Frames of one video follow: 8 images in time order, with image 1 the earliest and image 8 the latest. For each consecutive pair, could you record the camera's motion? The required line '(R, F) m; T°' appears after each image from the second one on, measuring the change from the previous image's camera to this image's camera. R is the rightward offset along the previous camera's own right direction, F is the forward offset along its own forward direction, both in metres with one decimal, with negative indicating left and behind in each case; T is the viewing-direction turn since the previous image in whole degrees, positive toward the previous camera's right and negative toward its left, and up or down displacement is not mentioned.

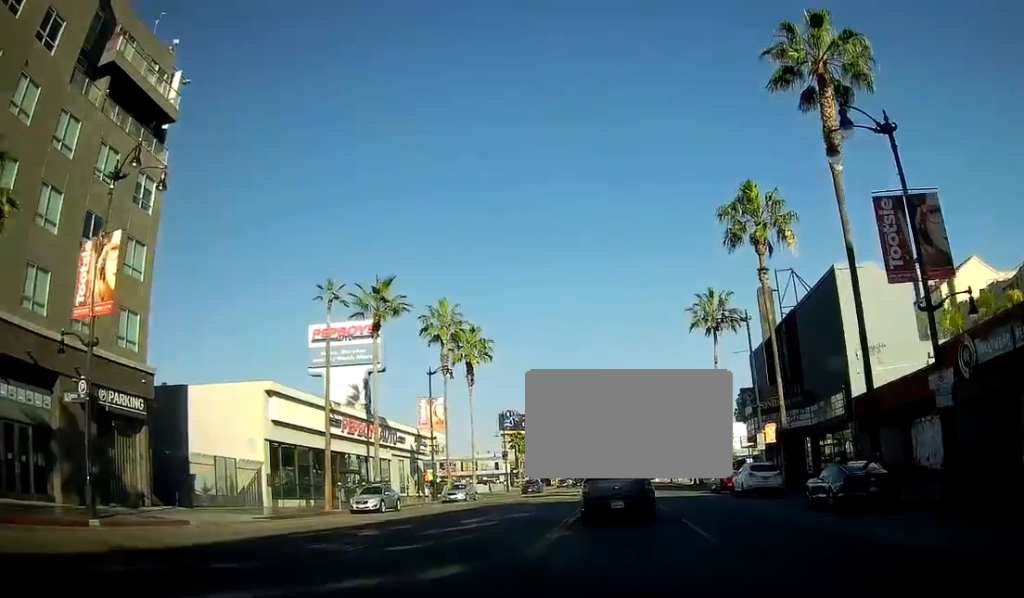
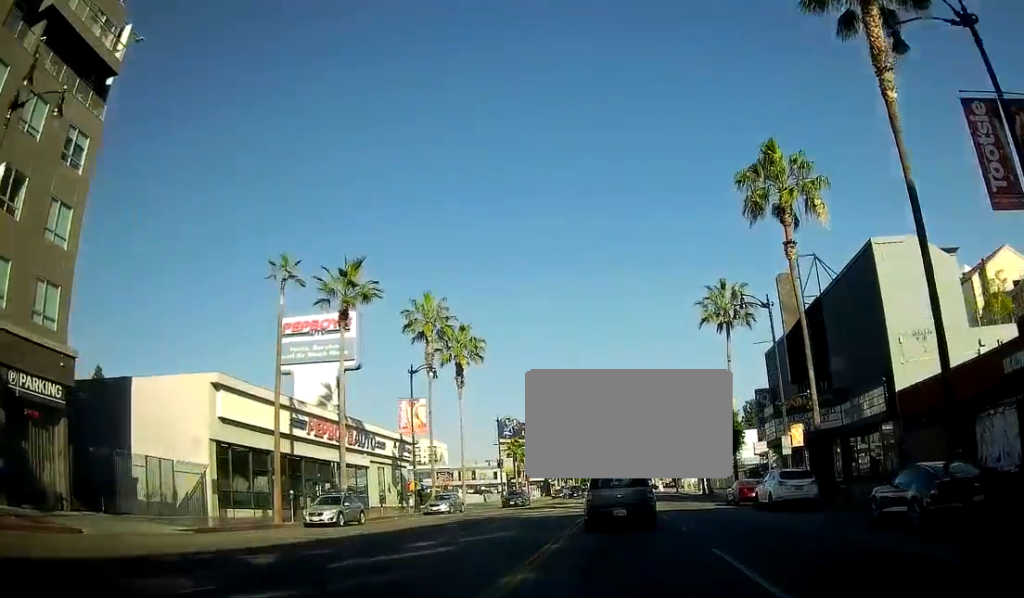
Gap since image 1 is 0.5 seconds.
(+0.1, +6.4) m; 0°
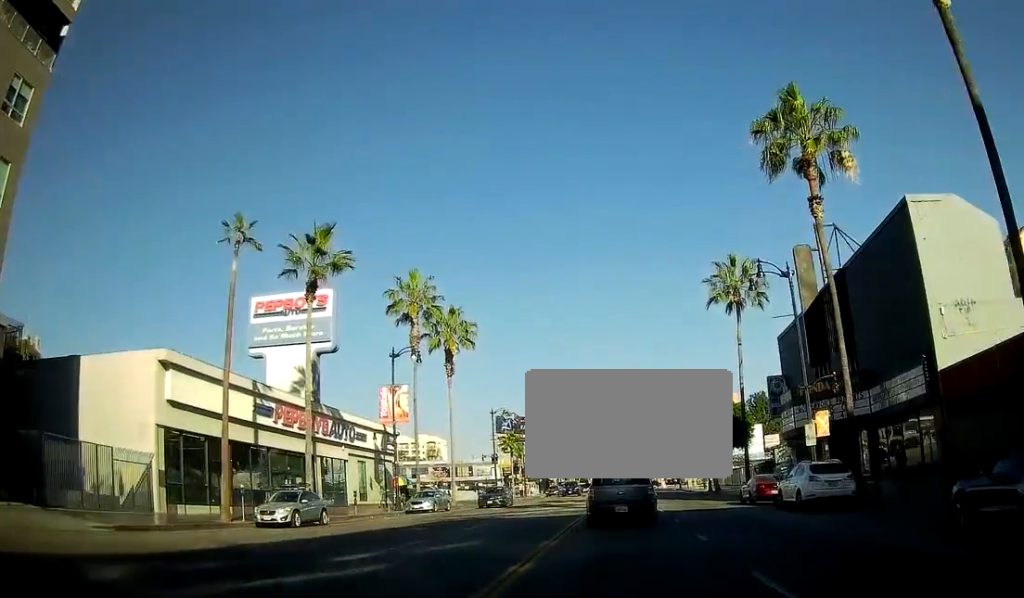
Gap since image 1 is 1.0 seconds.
(-0.1, +5.2) m; -1°
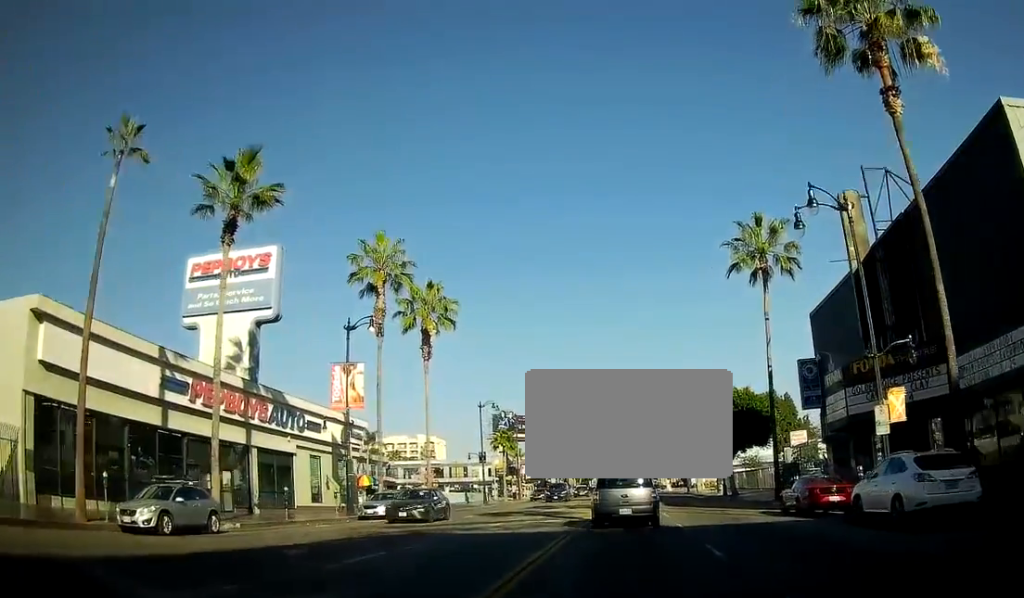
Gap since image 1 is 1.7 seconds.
(-0.1, +9.1) m; -2°
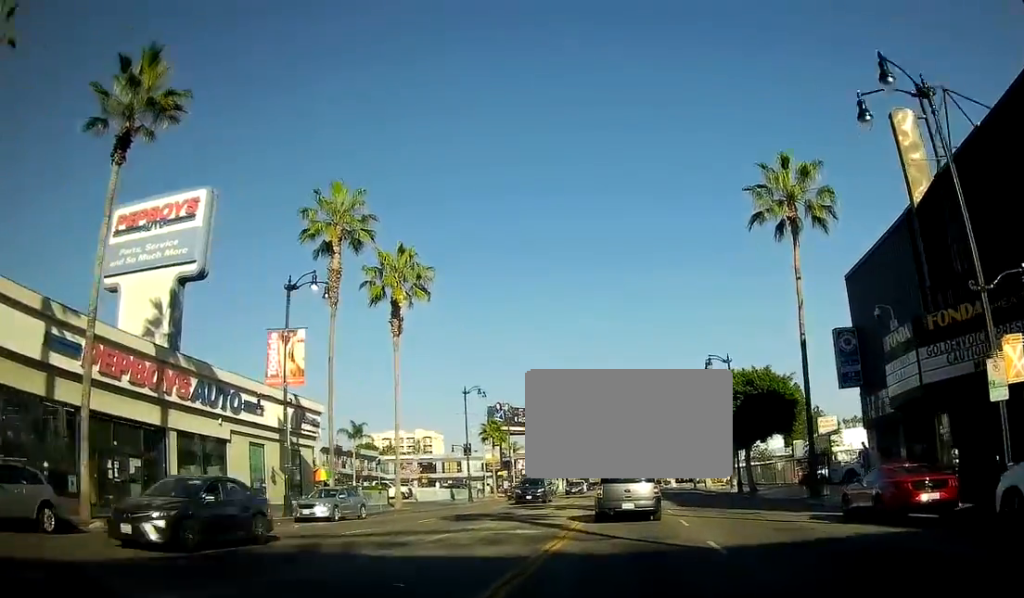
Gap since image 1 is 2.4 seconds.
(-0.3, +8.3) m; -2°
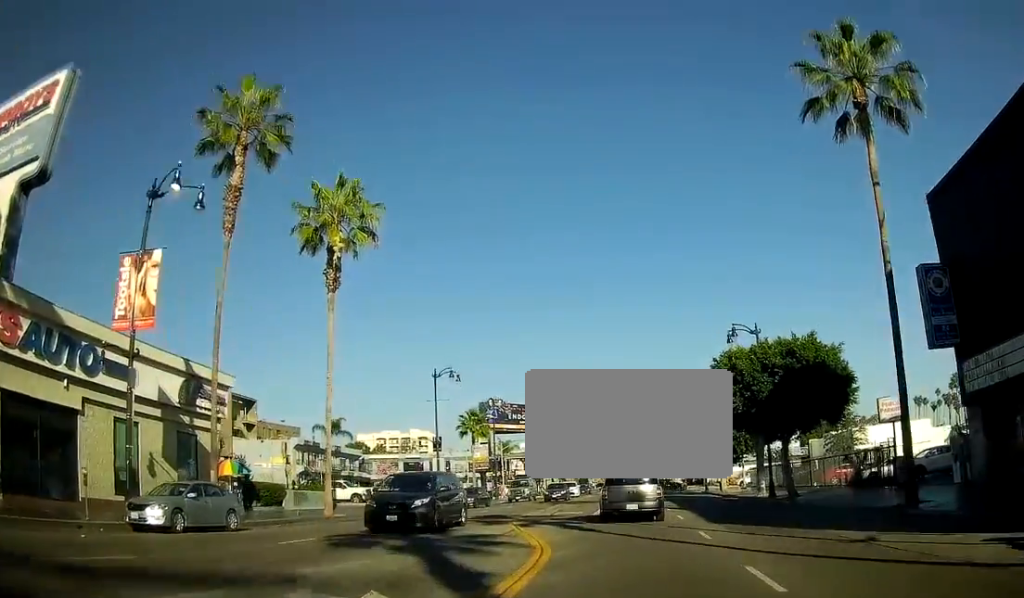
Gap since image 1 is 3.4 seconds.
(-0.1, +11.8) m; 0°
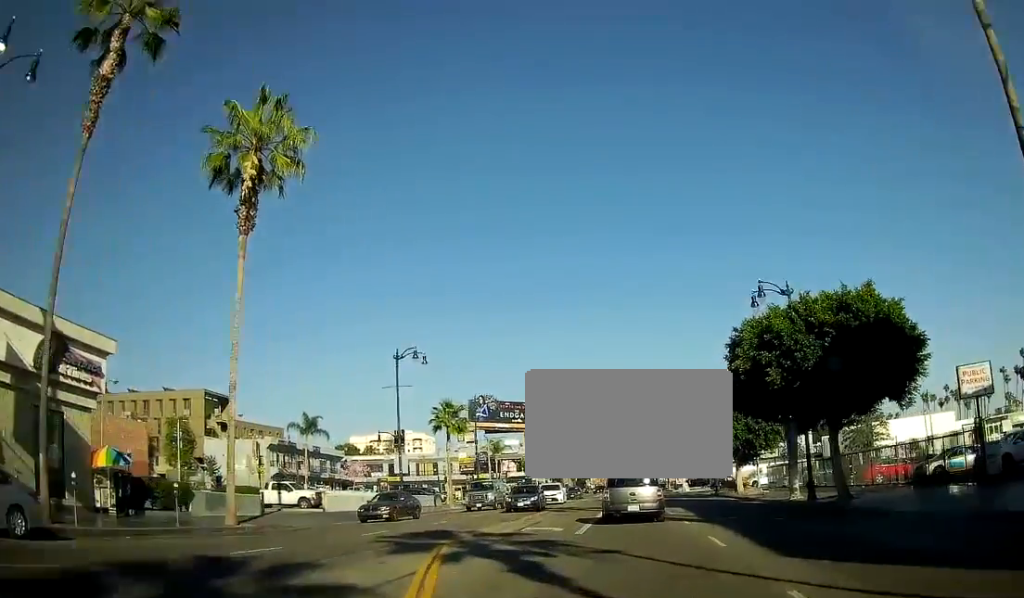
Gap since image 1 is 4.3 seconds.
(0.0, +9.9) m; +1°
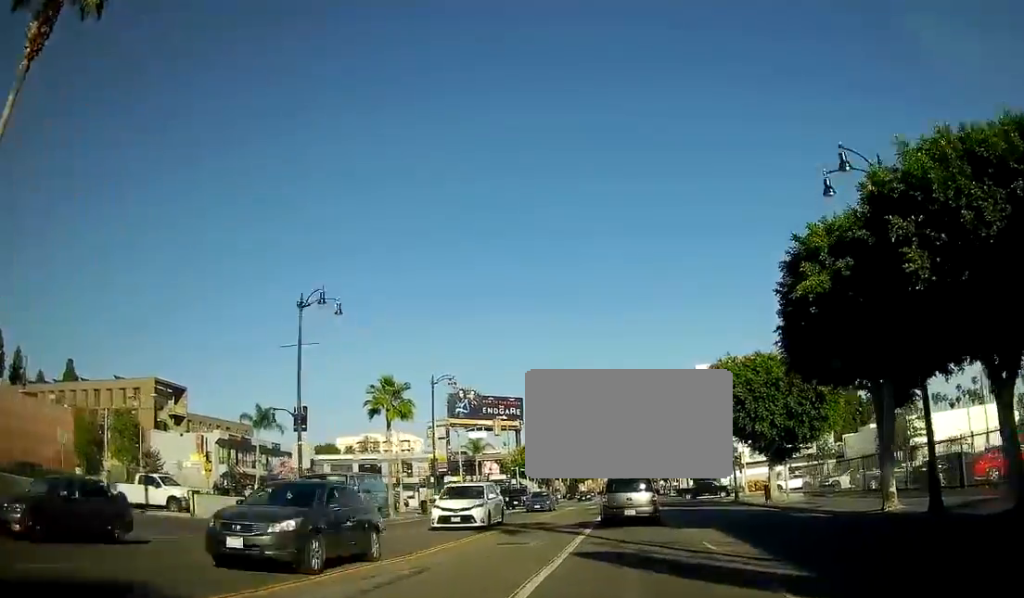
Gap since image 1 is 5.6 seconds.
(+0.3, +15.5) m; +2°
